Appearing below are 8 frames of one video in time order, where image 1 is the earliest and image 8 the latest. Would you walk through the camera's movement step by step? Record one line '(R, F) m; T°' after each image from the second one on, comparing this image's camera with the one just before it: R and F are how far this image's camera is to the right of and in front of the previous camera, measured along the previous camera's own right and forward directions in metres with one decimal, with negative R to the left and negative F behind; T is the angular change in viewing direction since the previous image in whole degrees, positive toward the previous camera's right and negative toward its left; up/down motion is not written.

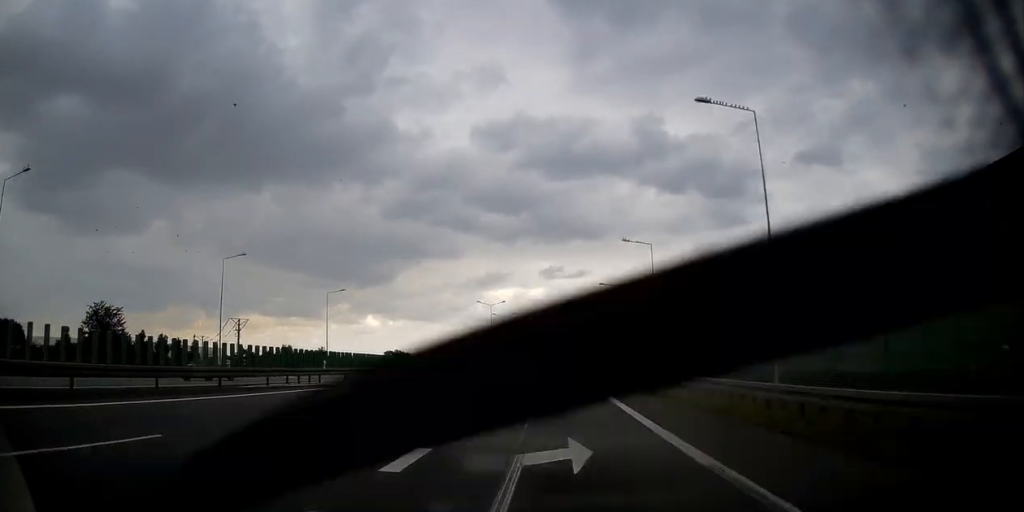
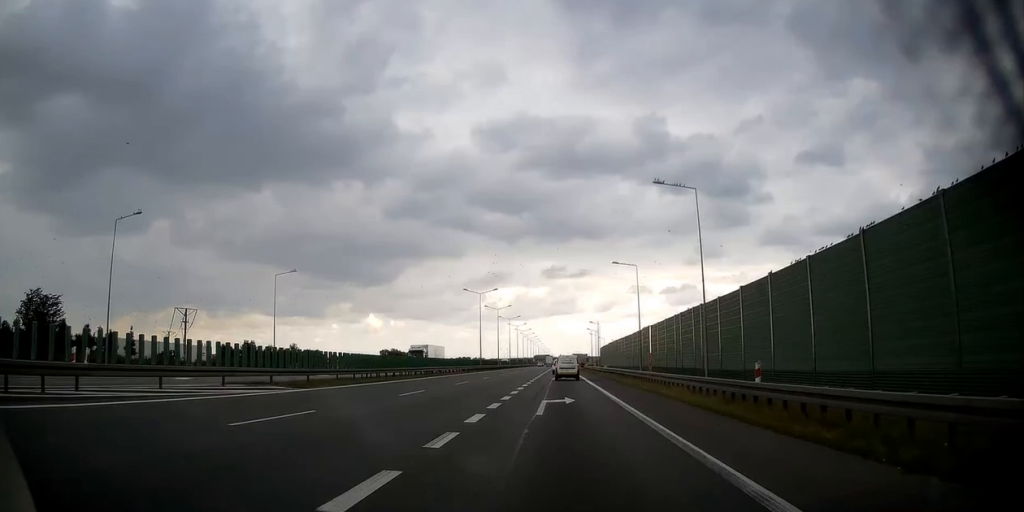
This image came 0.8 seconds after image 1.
(+0.1, +17.9) m; +1°
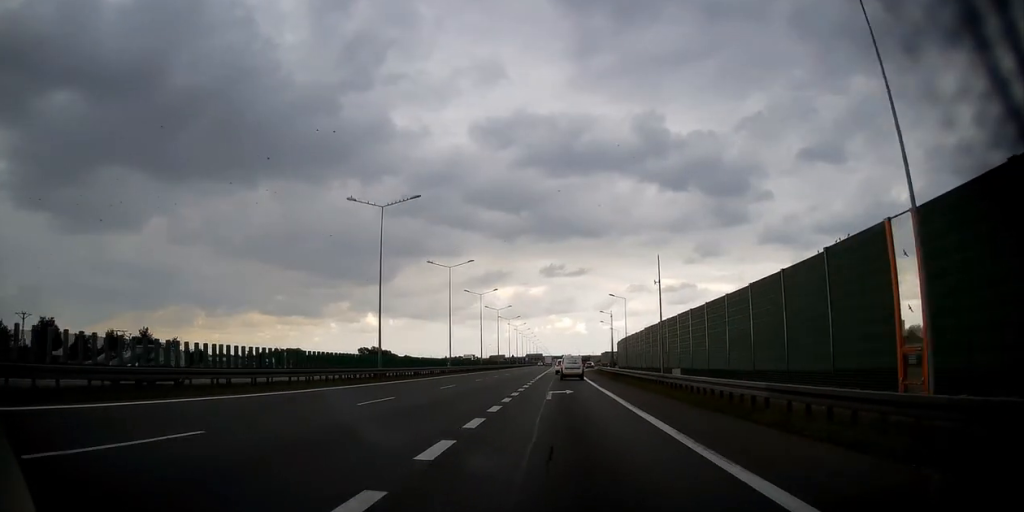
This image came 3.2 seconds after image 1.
(-0.9, +53.0) m; -1°
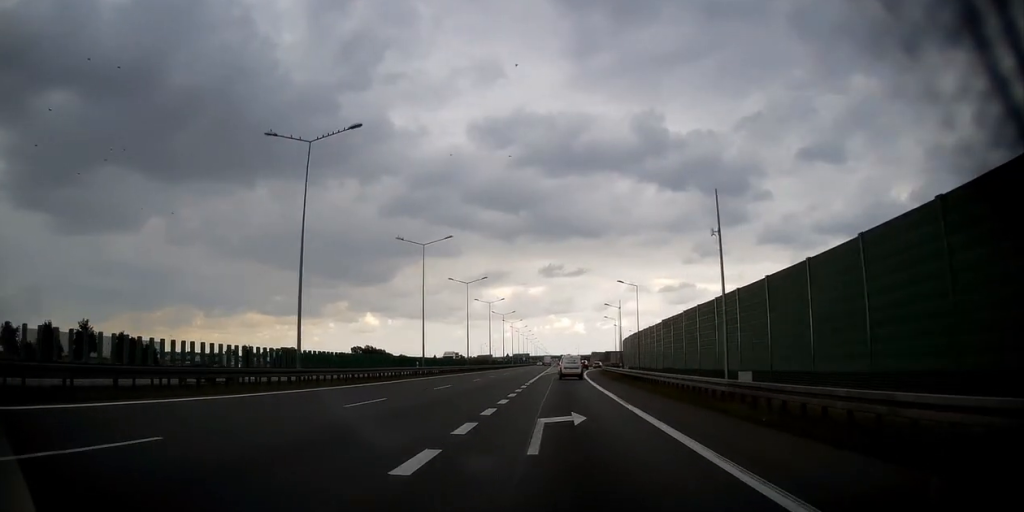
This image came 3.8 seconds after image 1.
(+0.1, +13.1) m; +1°
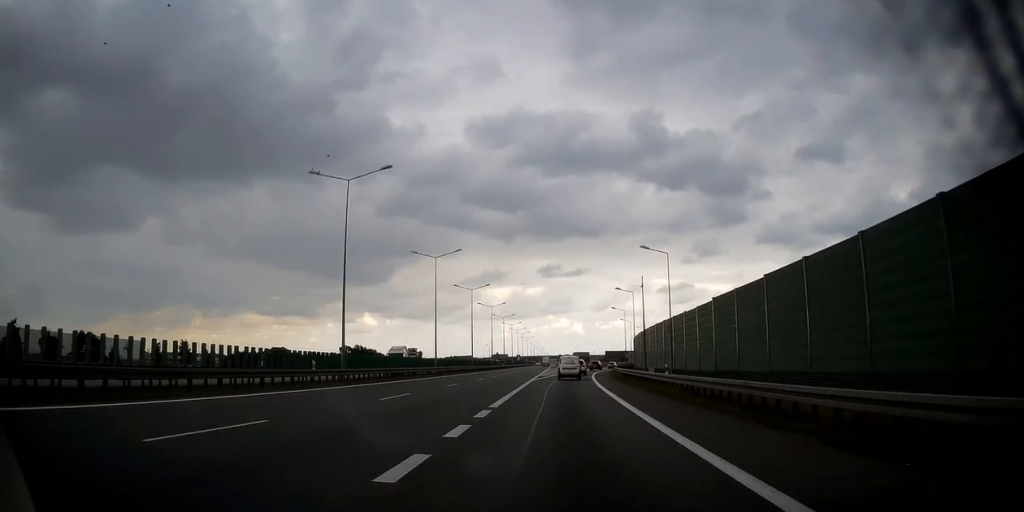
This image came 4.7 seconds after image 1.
(+0.5, +20.4) m; +1°
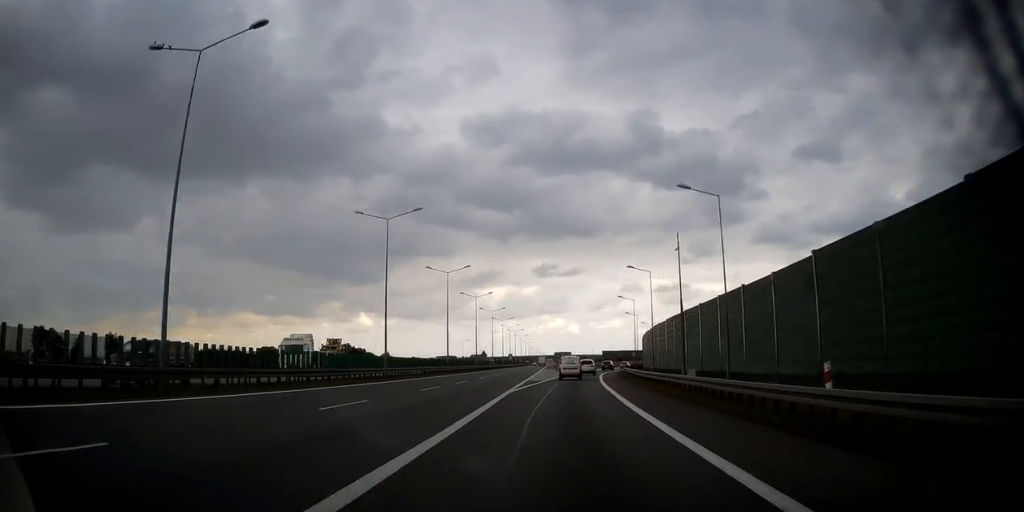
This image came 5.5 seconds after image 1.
(-0.3, +16.0) m; -1°
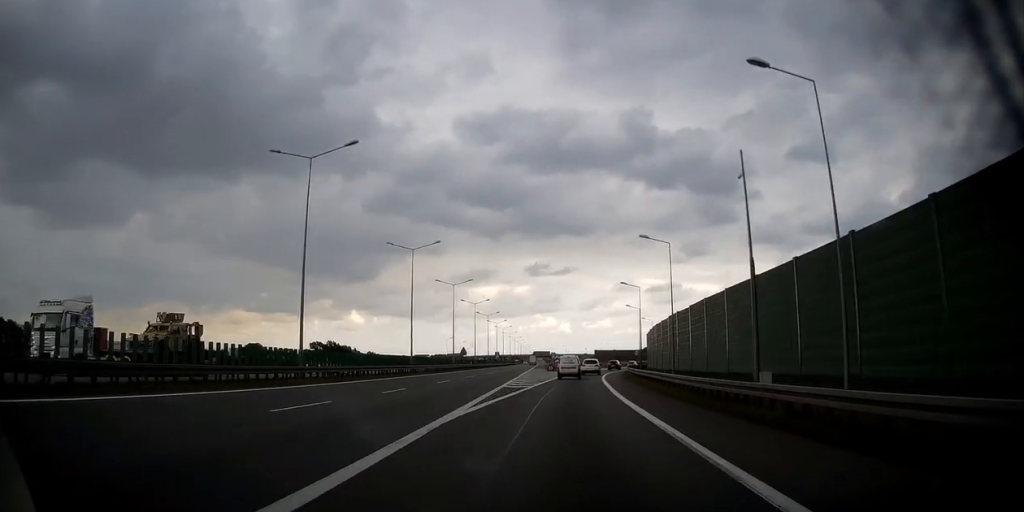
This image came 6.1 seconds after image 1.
(+0.1, +13.8) m; +1°
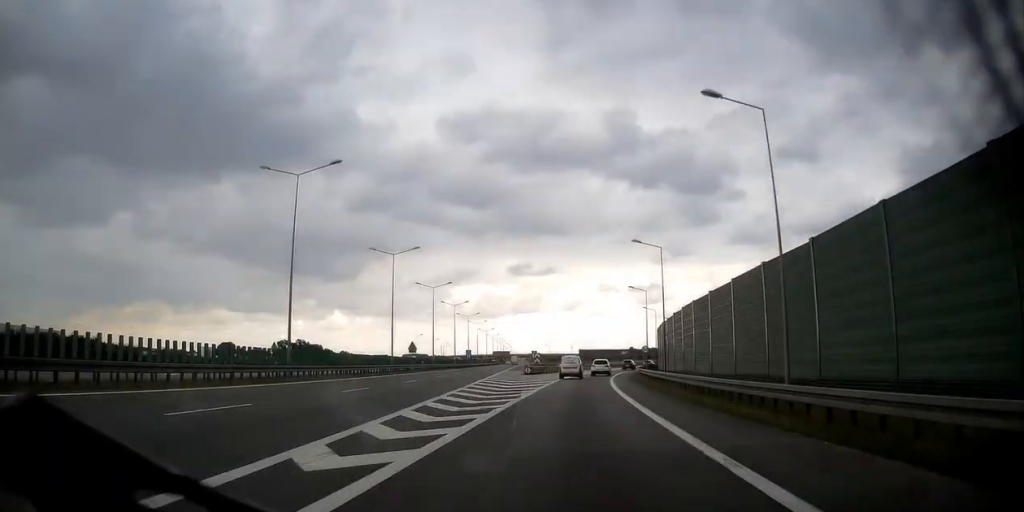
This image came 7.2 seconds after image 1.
(+0.3, +24.0) m; +1°
